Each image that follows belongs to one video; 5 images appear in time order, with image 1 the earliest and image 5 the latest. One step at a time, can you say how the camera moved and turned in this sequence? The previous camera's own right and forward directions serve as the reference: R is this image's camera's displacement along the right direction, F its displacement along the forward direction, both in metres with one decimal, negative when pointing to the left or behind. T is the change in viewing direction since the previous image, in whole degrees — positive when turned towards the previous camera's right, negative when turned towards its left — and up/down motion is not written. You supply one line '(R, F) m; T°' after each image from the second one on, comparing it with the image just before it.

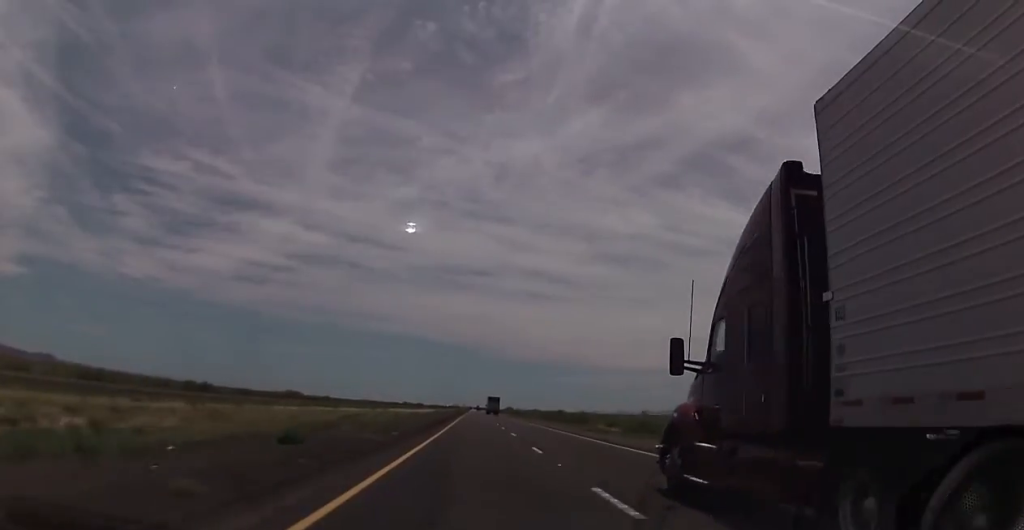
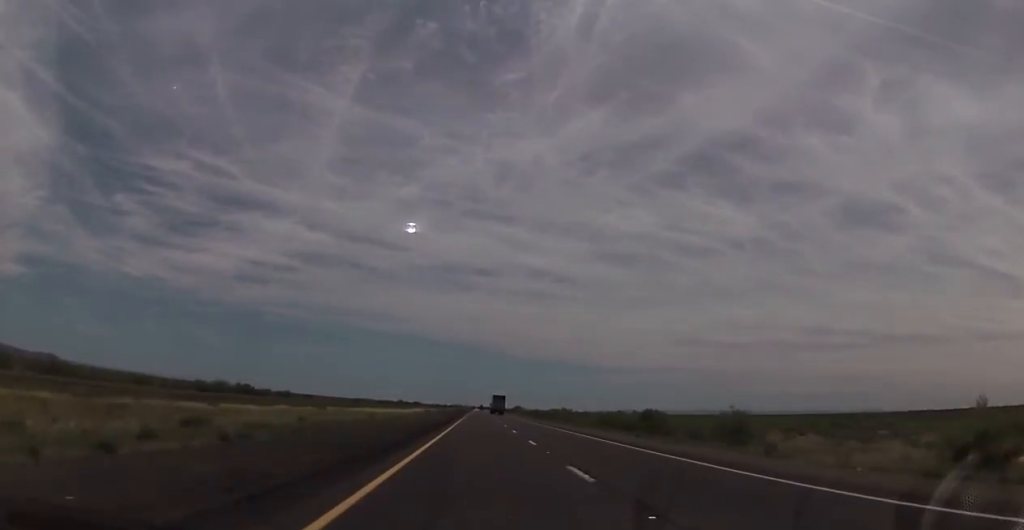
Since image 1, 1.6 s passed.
(+0.6, +56.6) m; 0°
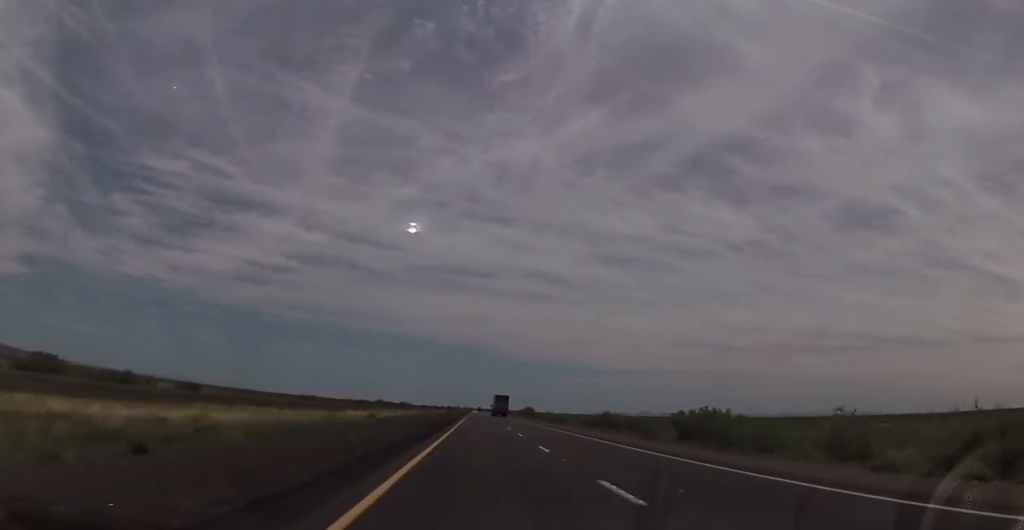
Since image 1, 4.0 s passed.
(-1.7, +86.5) m; -1°
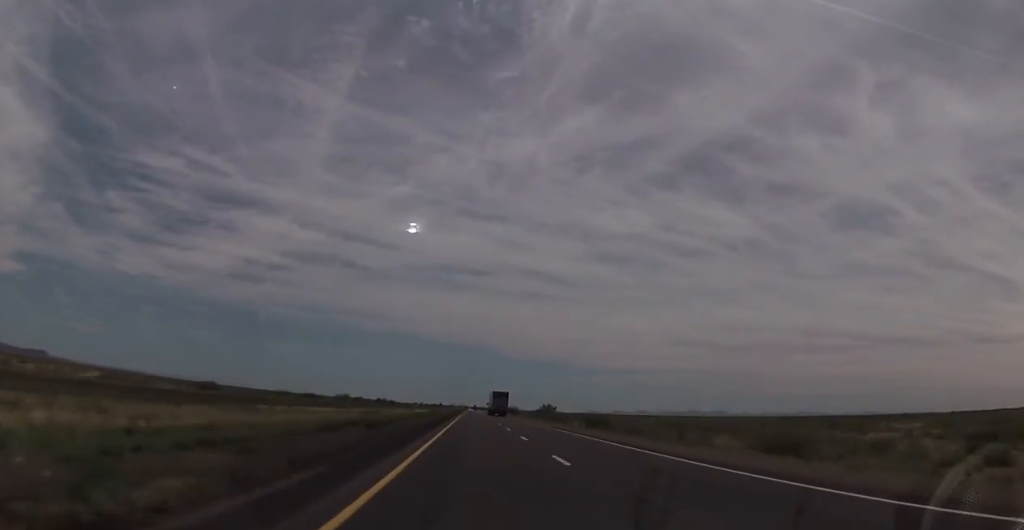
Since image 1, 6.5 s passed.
(+0.6, +90.5) m; +1°
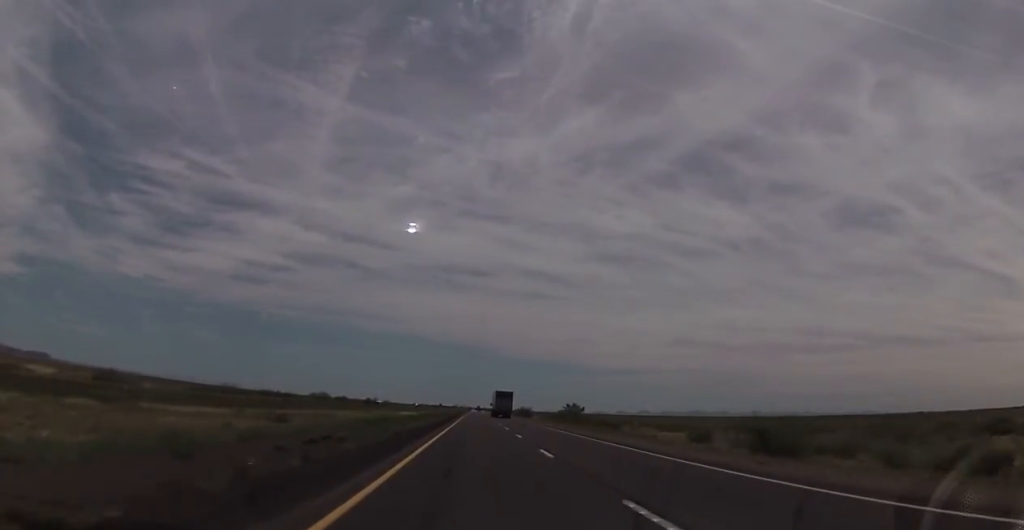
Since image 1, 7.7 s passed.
(+0.2, +45.8) m; 0°
